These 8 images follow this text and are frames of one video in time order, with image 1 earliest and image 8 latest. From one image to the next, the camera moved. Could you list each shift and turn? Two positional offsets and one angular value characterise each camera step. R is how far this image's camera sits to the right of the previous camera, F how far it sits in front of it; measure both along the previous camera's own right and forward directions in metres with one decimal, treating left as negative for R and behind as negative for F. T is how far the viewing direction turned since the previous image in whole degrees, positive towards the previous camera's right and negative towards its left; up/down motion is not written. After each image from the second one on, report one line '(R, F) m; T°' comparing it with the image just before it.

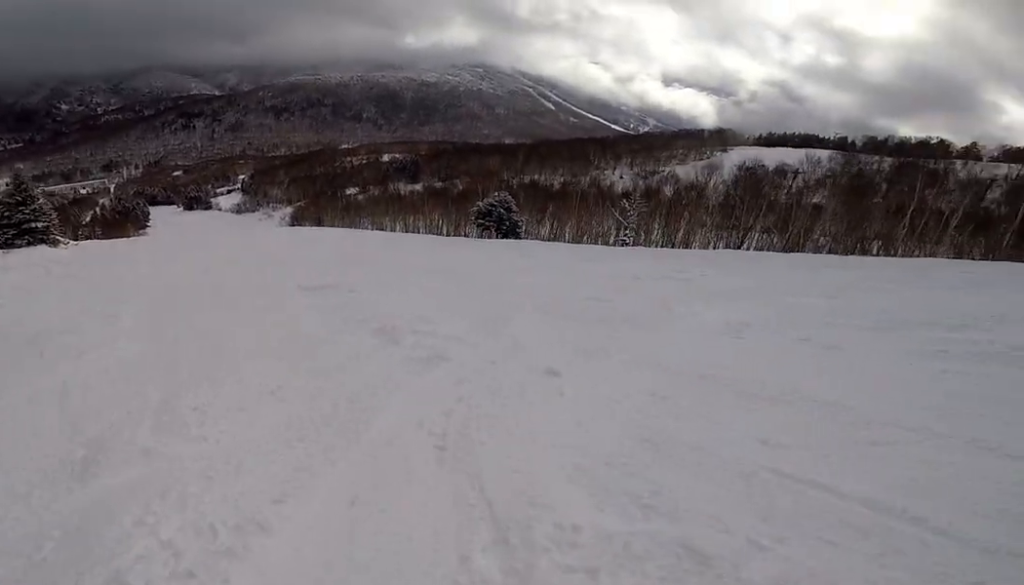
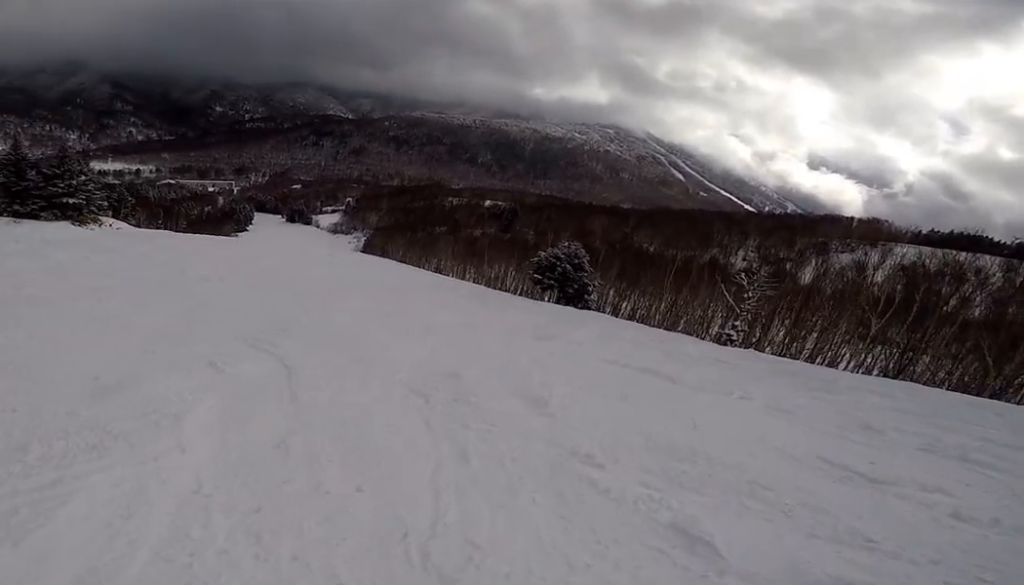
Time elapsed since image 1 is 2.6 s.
(-0.4, +10.9) m; -45°
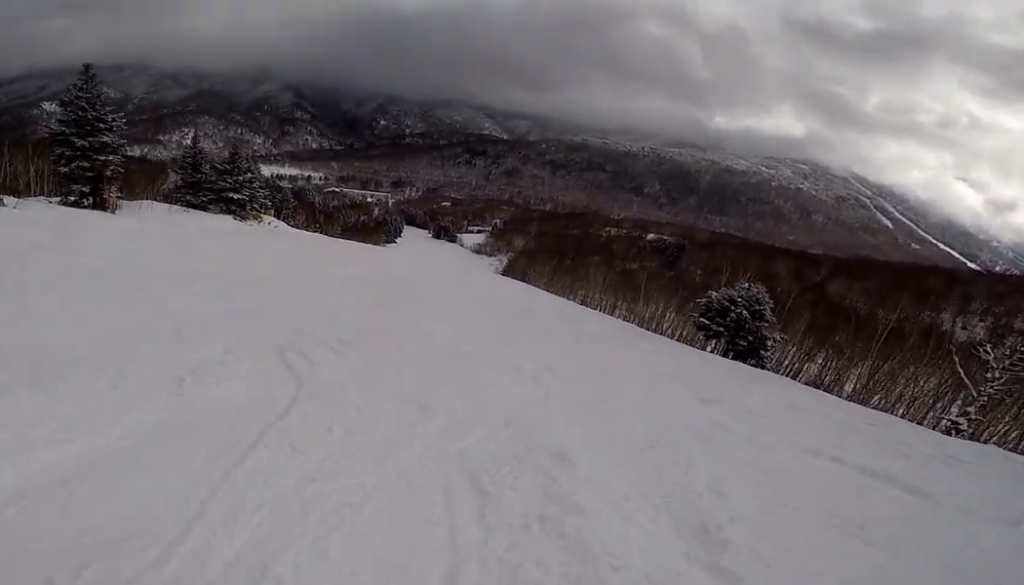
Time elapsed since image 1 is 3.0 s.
(-0.3, +2.5) m; -15°
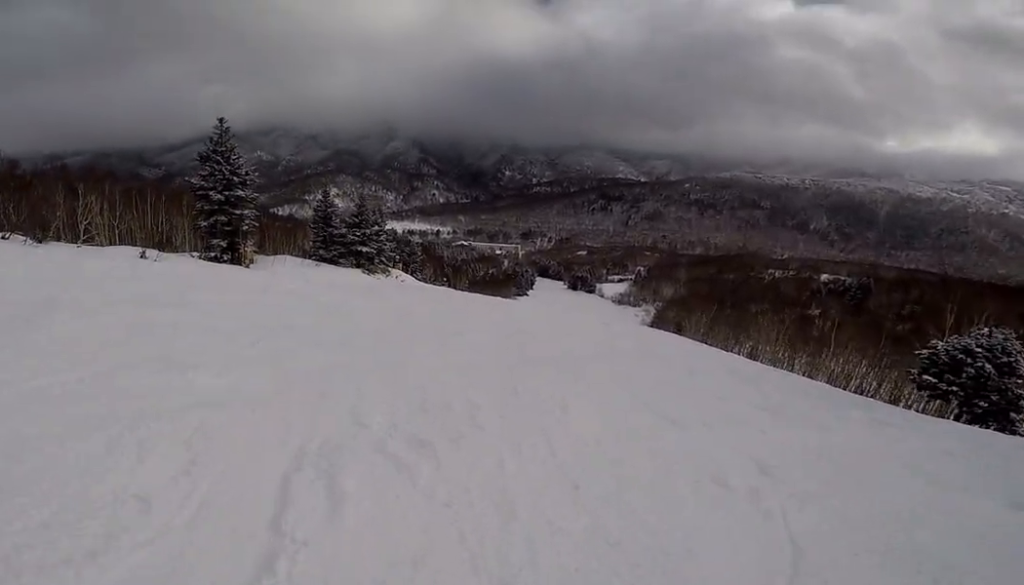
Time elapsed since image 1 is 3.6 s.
(-0.4, +3.0) m; -9°
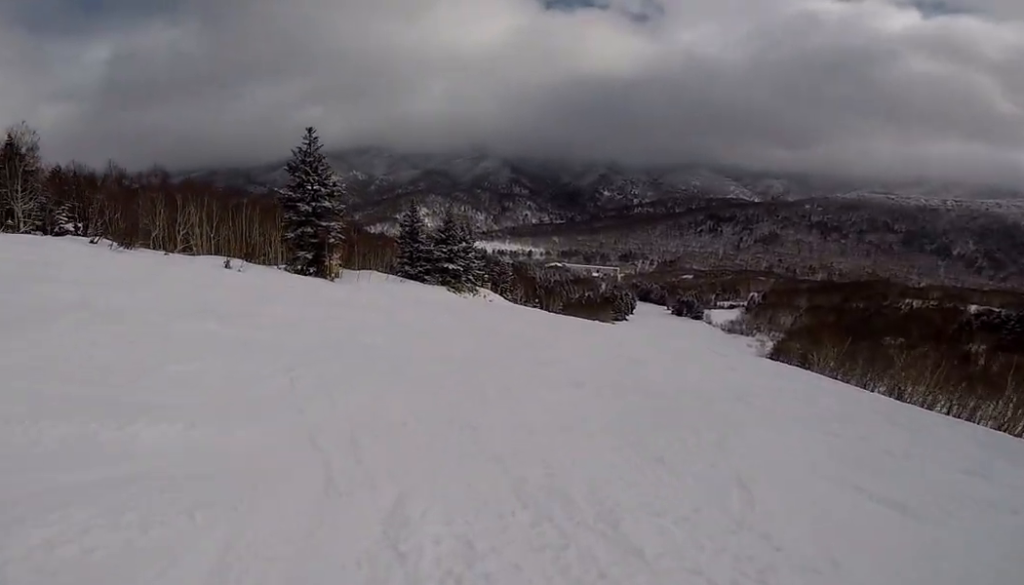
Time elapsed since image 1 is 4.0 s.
(0.0, +2.5) m; -6°
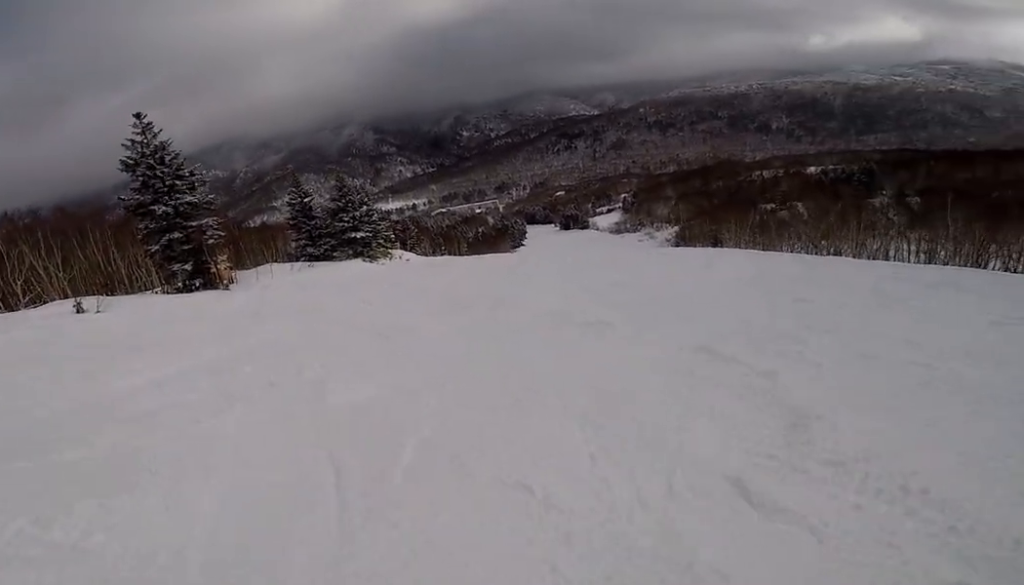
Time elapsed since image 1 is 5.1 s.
(-0.1, +5.9) m; +30°
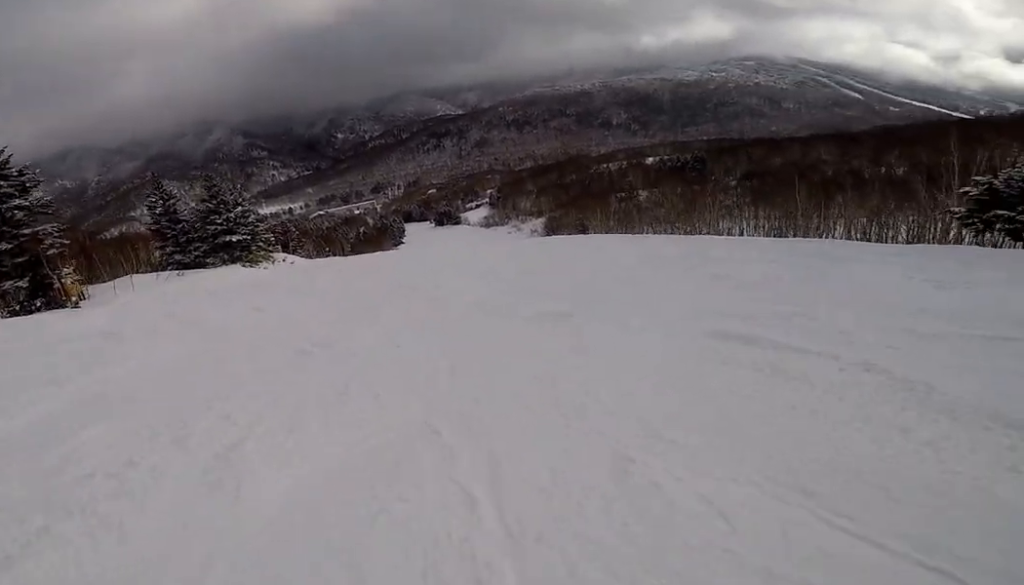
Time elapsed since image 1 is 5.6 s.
(+1.1, +2.6) m; +20°
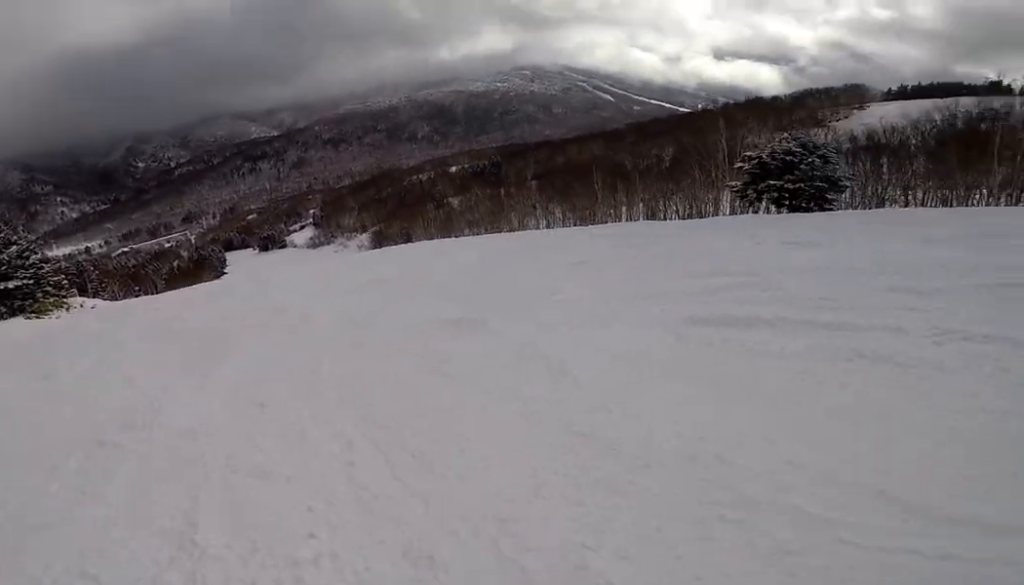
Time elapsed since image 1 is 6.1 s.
(+0.4, +2.7) m; +13°
